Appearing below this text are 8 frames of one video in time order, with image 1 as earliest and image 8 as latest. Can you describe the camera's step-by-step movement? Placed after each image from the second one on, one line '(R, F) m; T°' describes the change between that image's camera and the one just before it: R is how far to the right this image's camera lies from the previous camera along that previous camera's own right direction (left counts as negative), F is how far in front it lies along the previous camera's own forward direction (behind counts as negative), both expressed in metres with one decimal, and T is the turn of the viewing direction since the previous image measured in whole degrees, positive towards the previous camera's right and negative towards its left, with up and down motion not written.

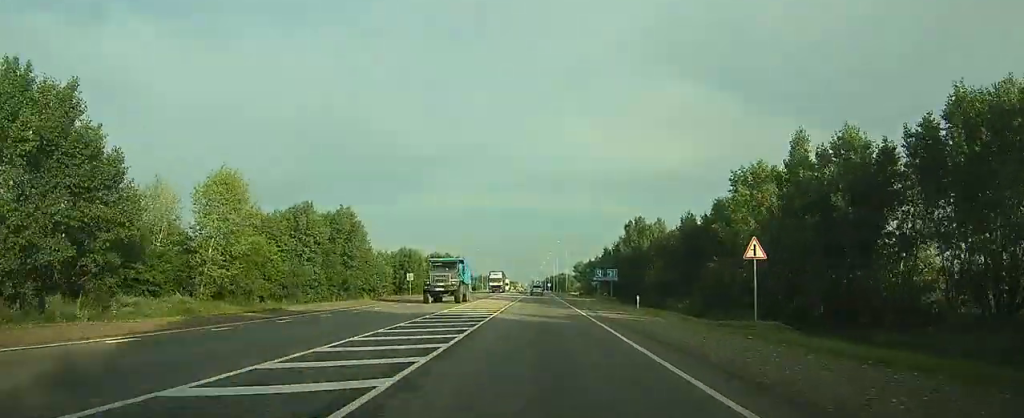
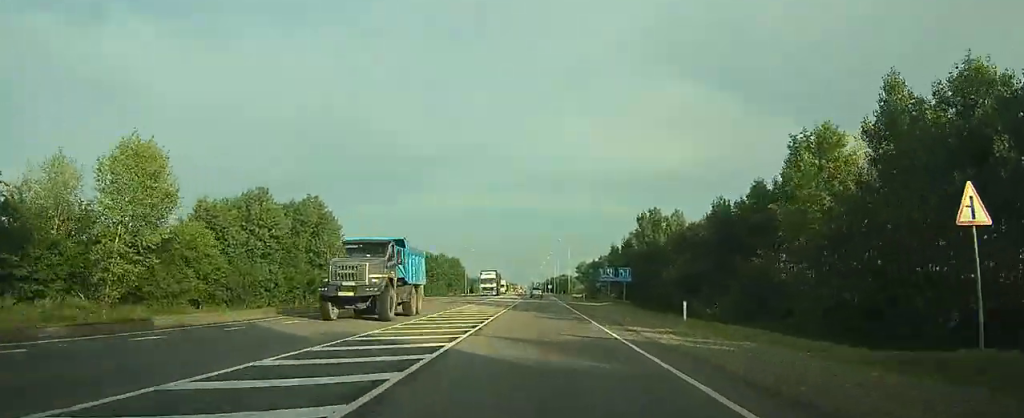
(0.0, +12.0) m; 0°
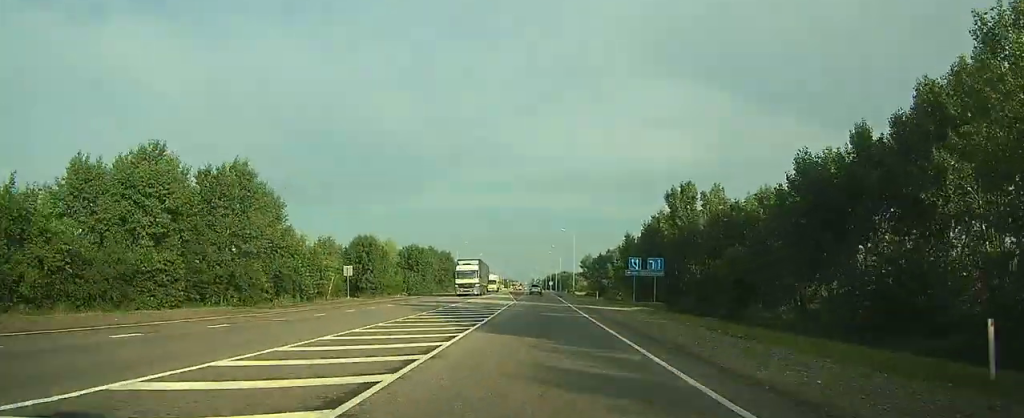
(0.0, +17.5) m; 0°
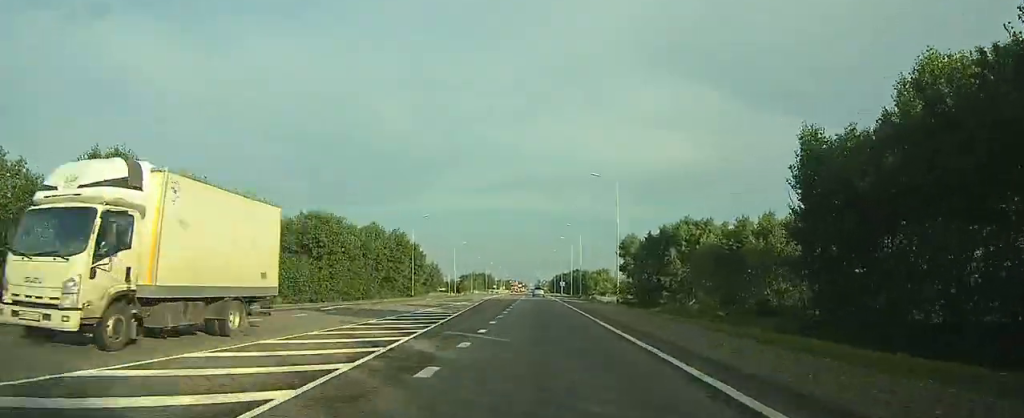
(0.0, +58.5) m; 0°
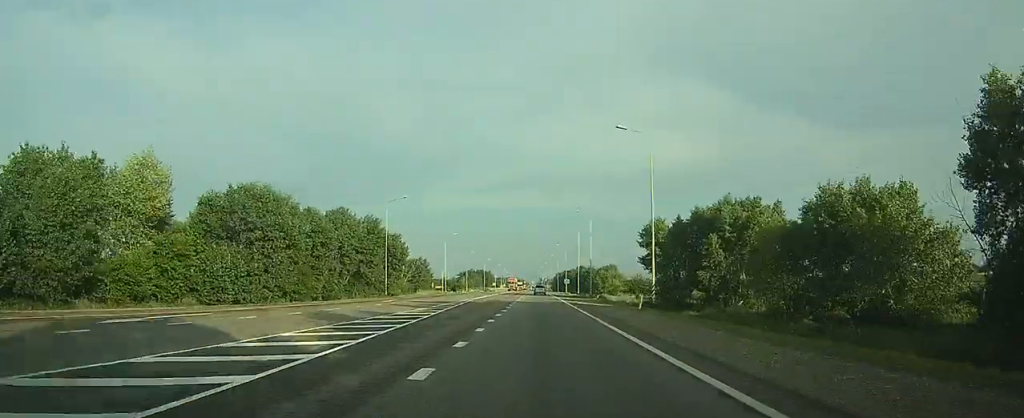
(0.0, +16.6) m; 0°
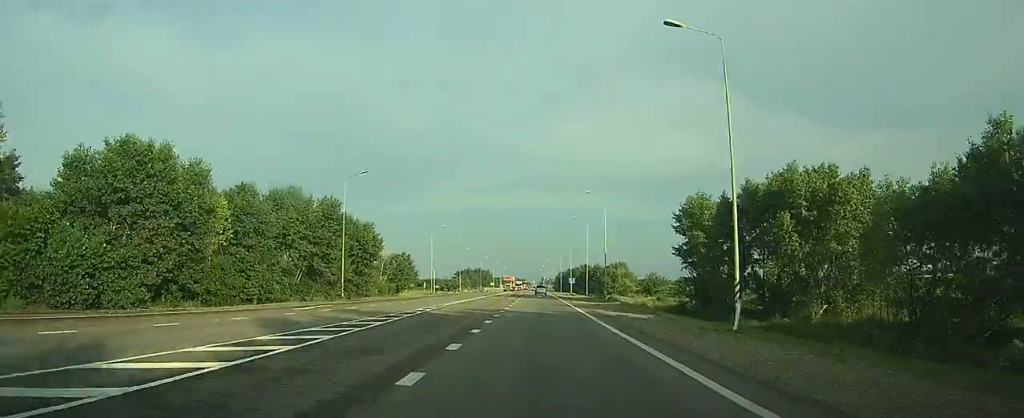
(0.0, +16.5) m; 0°
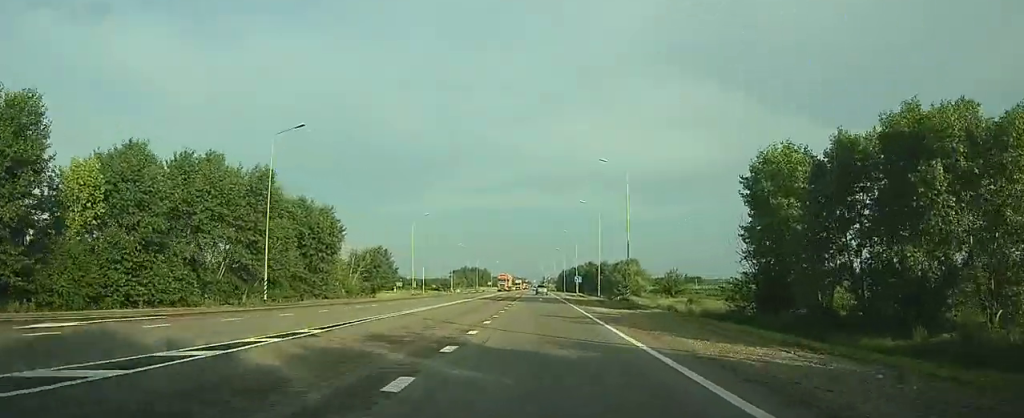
(-0.1, +16.4) m; 0°
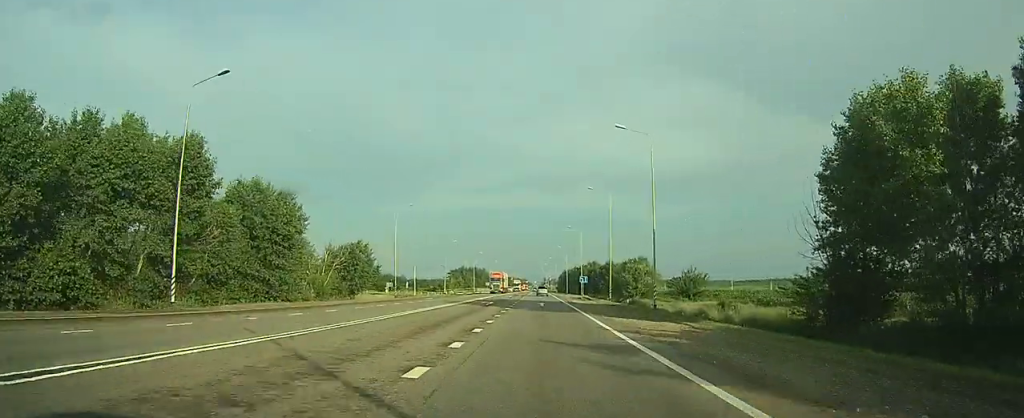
(-0.1, +11.0) m; 0°
